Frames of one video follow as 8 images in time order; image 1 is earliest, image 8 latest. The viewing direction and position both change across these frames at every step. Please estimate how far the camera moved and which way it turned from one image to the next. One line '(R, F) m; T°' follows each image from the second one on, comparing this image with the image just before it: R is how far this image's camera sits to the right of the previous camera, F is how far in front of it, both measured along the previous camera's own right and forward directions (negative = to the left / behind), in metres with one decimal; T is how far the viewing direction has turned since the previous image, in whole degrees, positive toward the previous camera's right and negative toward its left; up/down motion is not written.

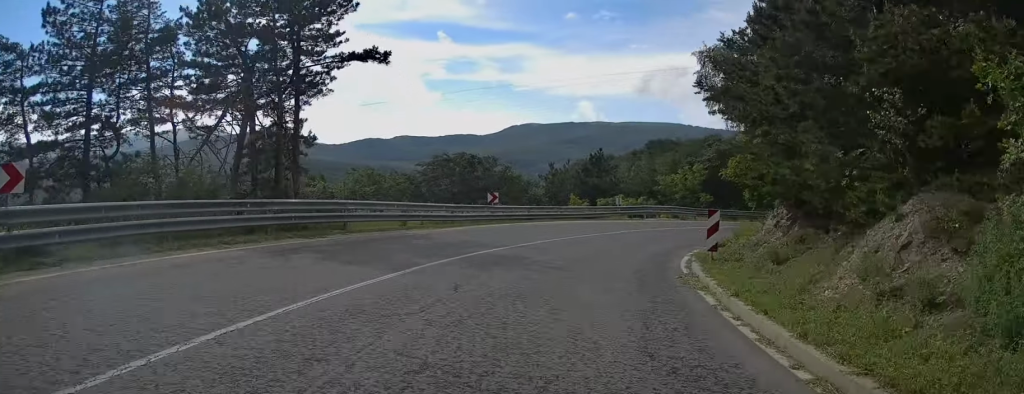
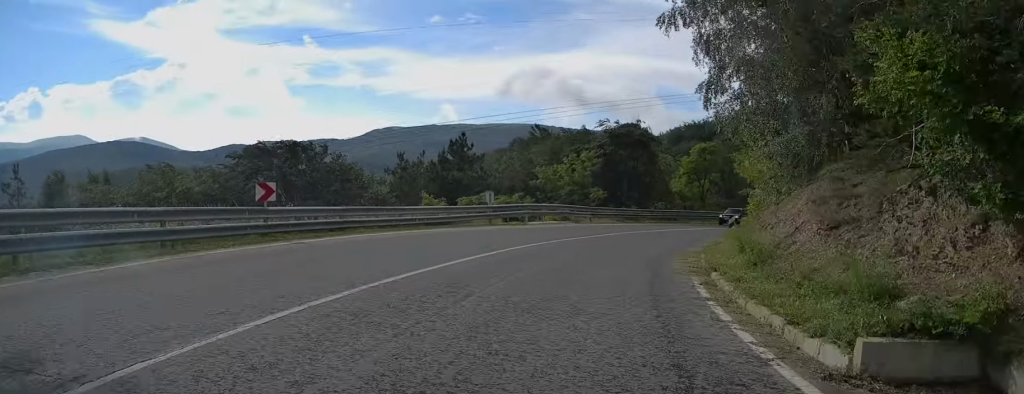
(+1.1, +14.8) m; +9°
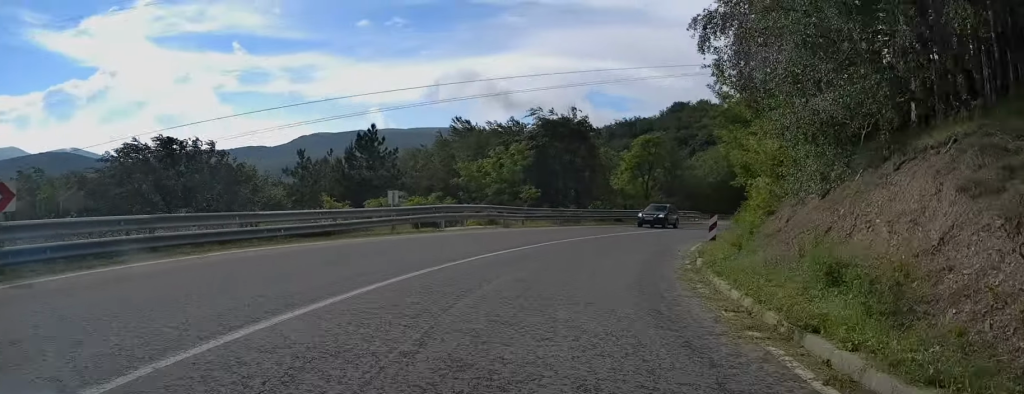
(+0.1, +7.6) m; +5°
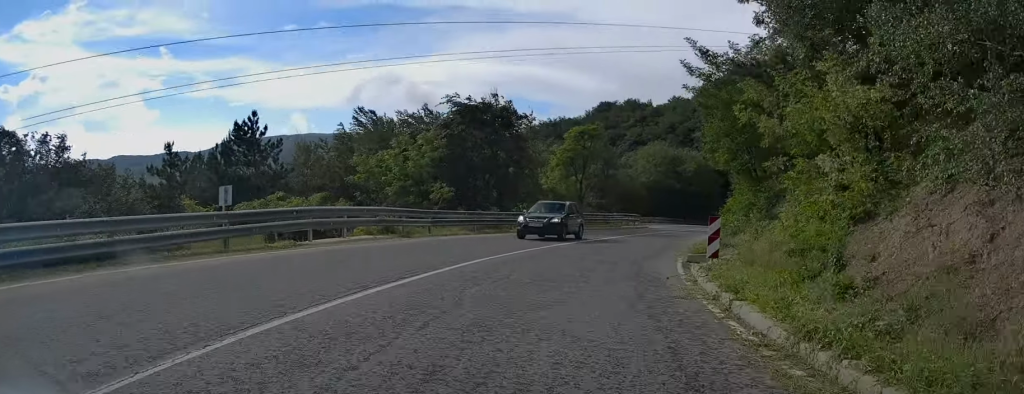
(+0.6, +8.2) m; +8°
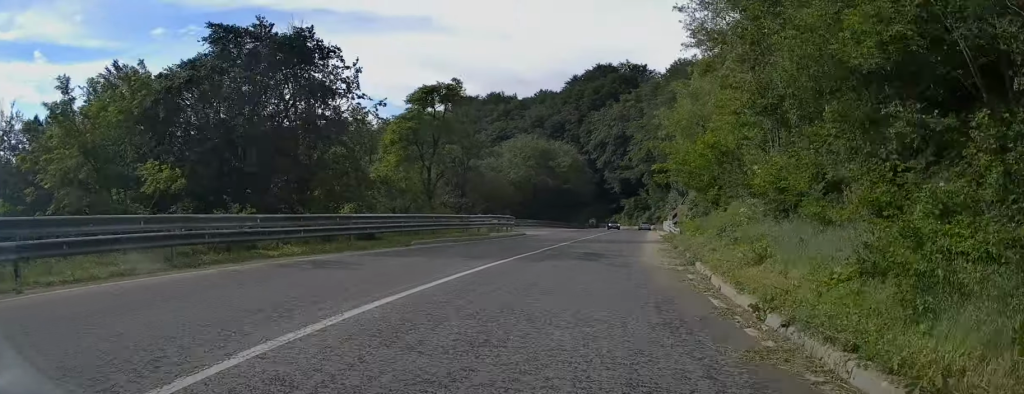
(+2.5, +17.3) m; +14°
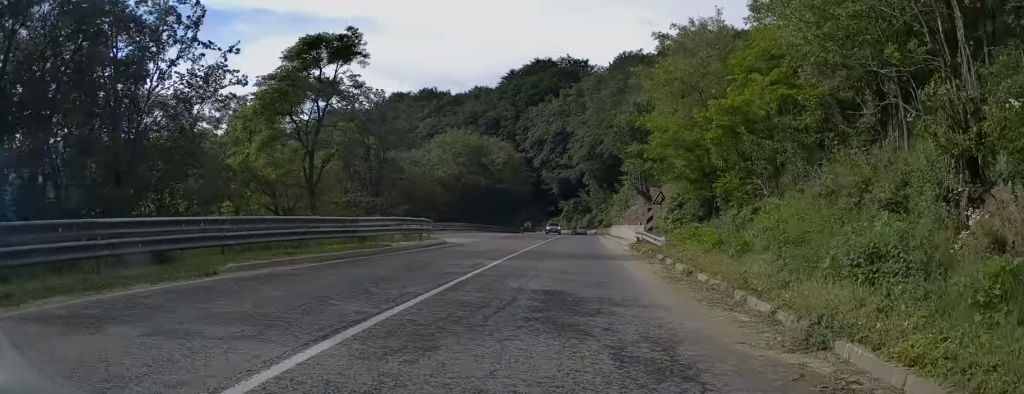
(+0.4, +10.7) m; +3°
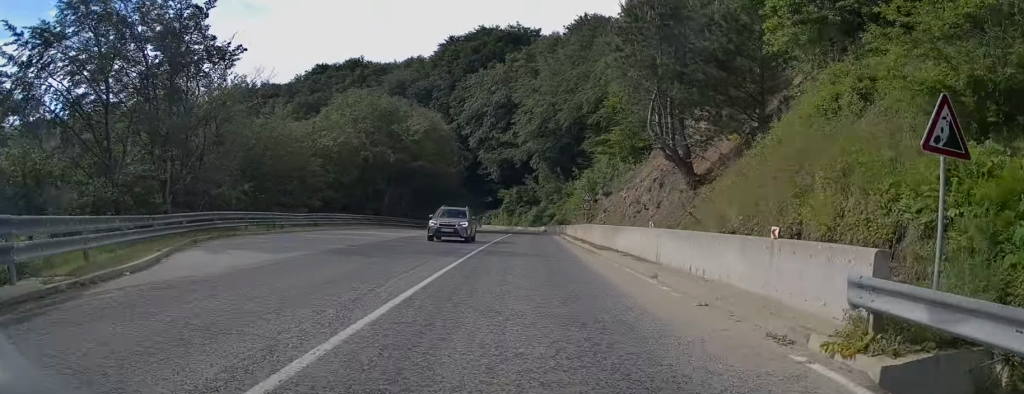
(+0.9, +26.7) m; +1°
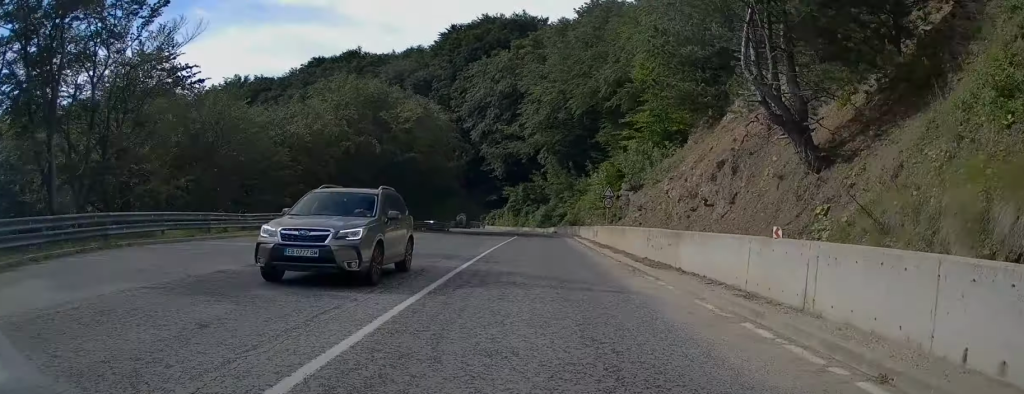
(-0.1, +8.9) m; -1°
